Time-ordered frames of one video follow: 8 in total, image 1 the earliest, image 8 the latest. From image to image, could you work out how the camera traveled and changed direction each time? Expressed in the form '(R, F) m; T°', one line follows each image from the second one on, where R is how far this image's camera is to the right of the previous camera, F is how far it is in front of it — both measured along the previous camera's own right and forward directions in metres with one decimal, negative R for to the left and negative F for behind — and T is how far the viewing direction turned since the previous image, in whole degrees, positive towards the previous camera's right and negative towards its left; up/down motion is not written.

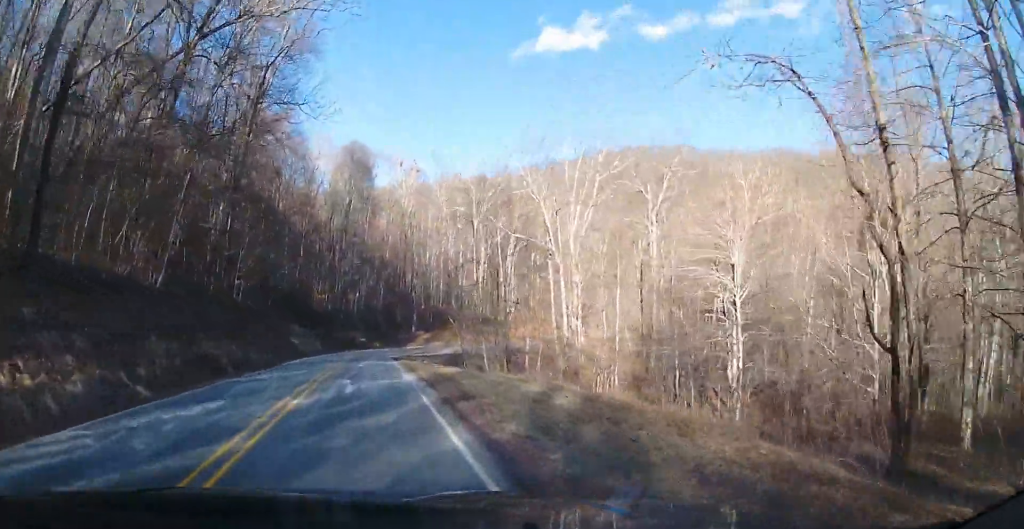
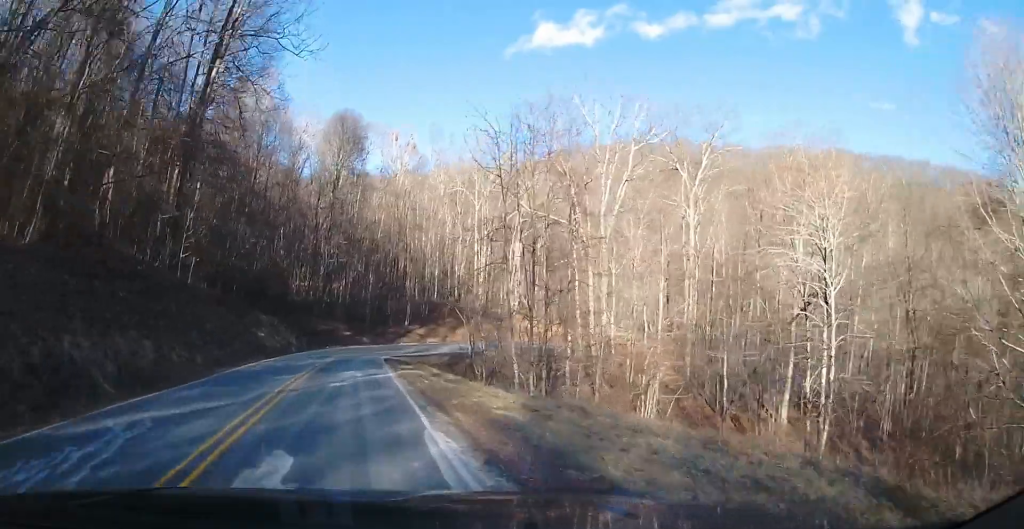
(0.0, +10.7) m; -1°
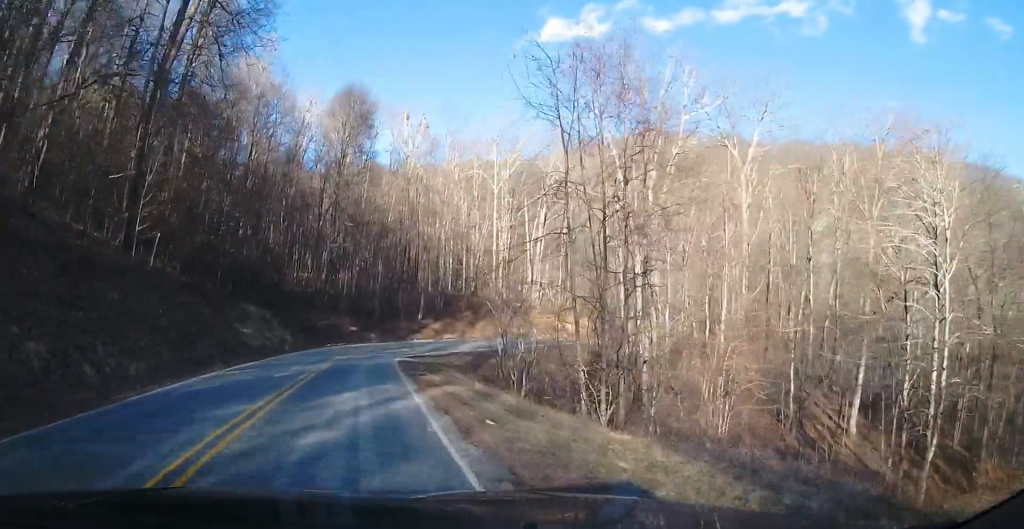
(+0.1, +7.8) m; -1°
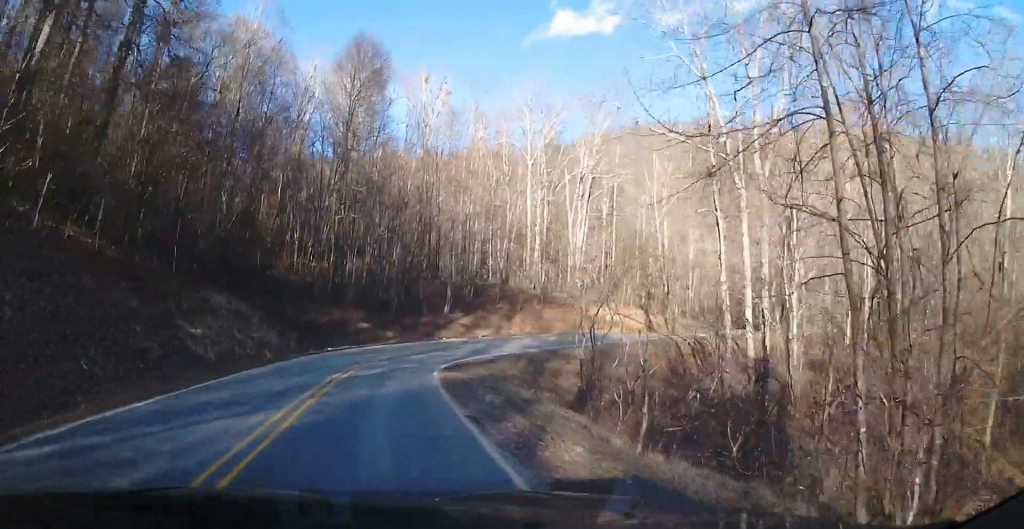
(-0.3, +12.0) m; 0°
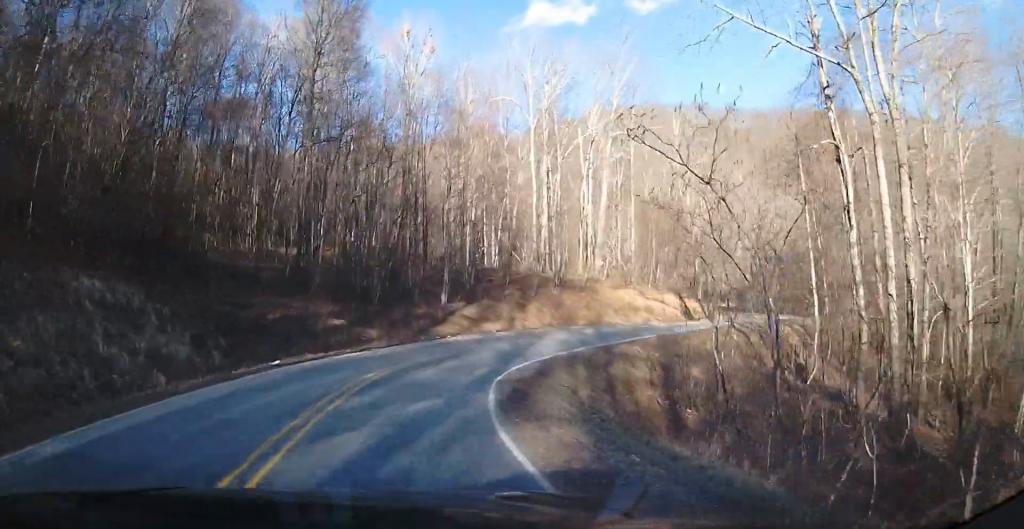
(+0.4, +12.0) m; +4°
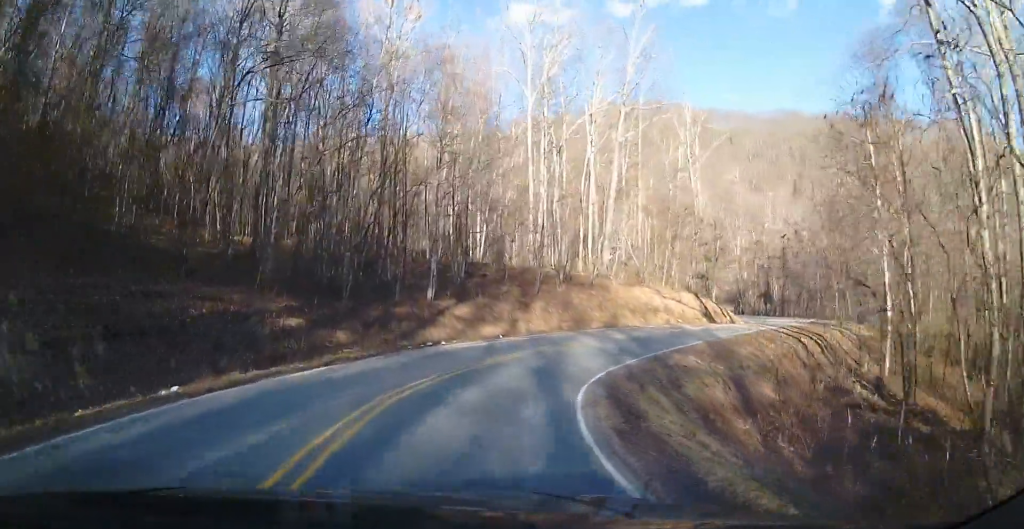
(+0.2, +8.1) m; +3°
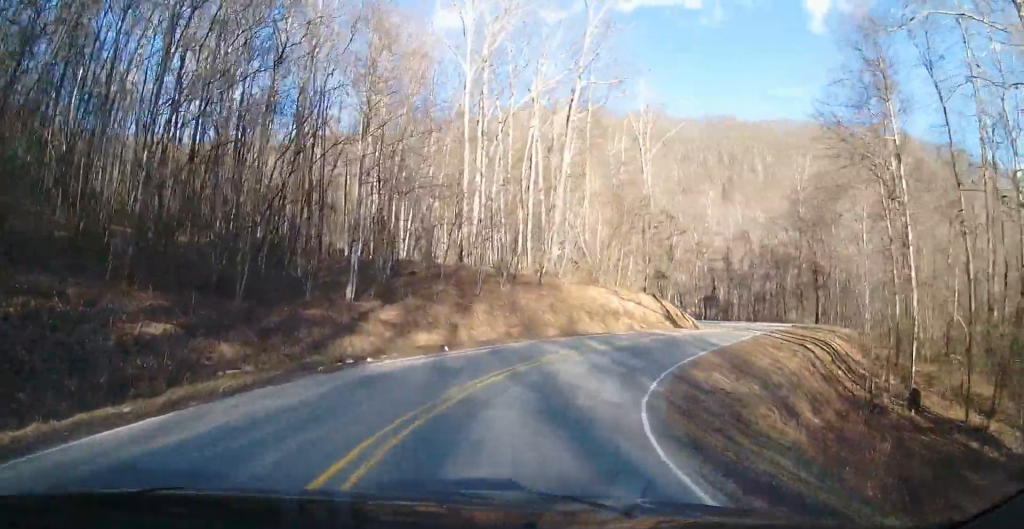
(+0.2, +7.2) m; +3°
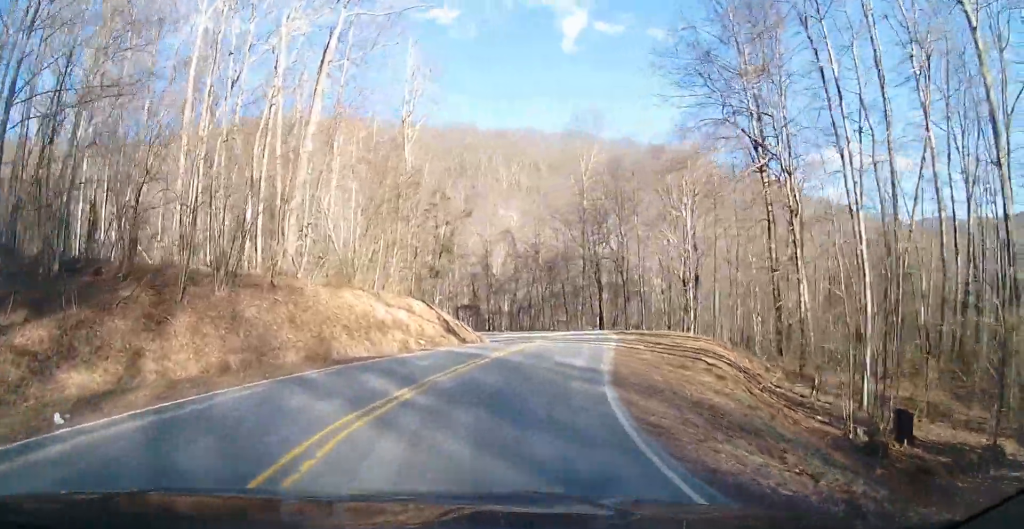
(+0.6, +11.9) m; +7°
